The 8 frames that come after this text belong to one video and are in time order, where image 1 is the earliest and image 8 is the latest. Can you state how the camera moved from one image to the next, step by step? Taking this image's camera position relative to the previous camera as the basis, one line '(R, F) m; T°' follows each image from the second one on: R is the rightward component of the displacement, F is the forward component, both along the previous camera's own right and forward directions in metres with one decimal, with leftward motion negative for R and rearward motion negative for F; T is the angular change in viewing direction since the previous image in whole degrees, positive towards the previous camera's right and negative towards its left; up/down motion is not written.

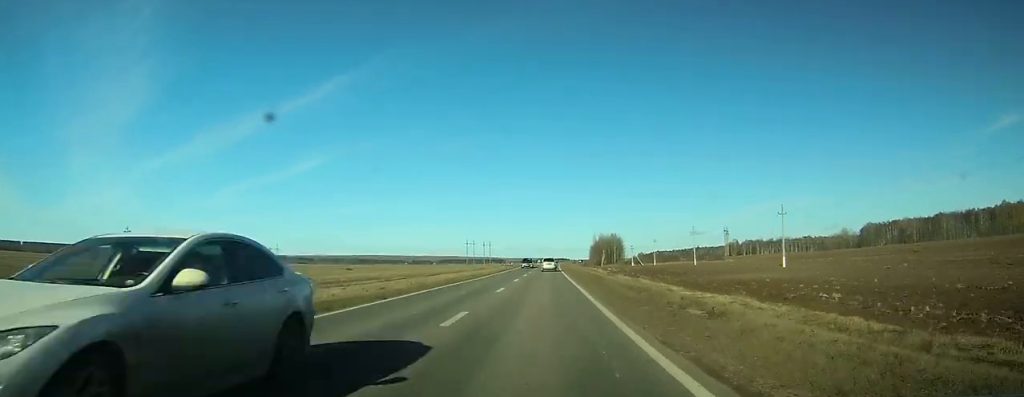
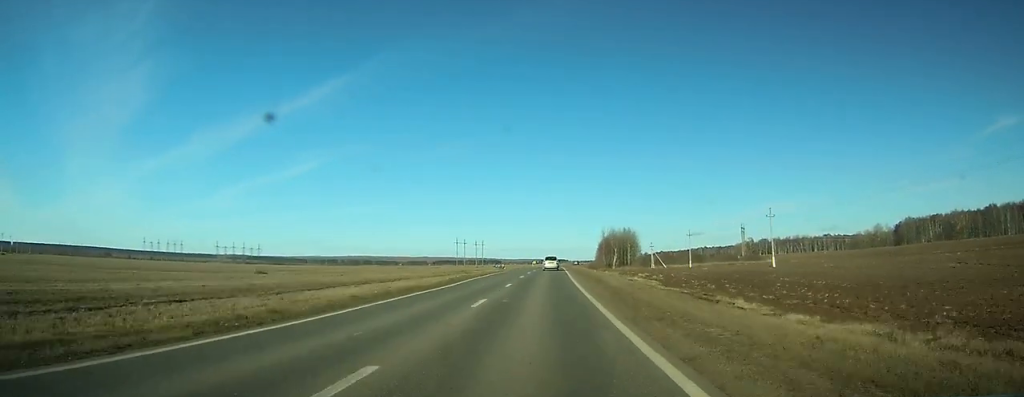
(+0.4, +57.5) m; +1°
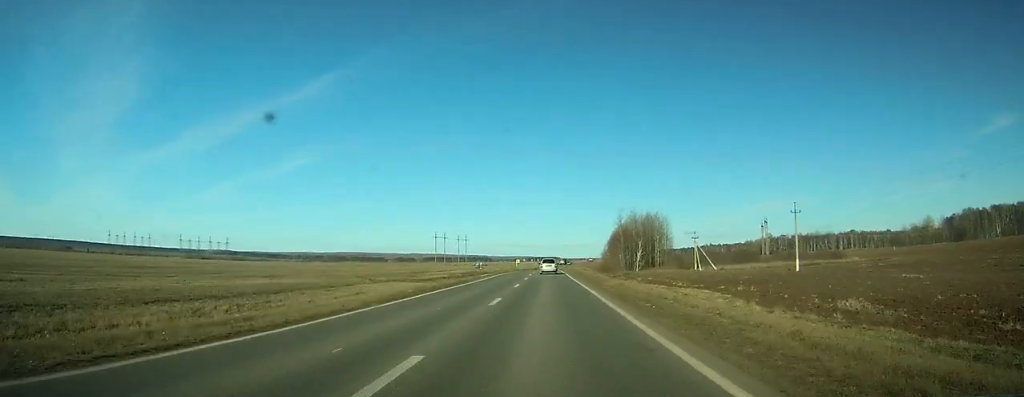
(+0.4, +70.3) m; +1°
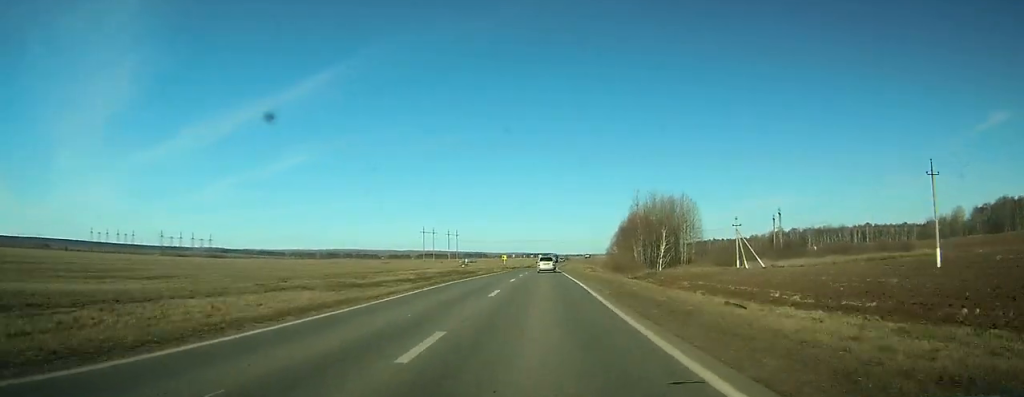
(+0.1, +31.6) m; 0°
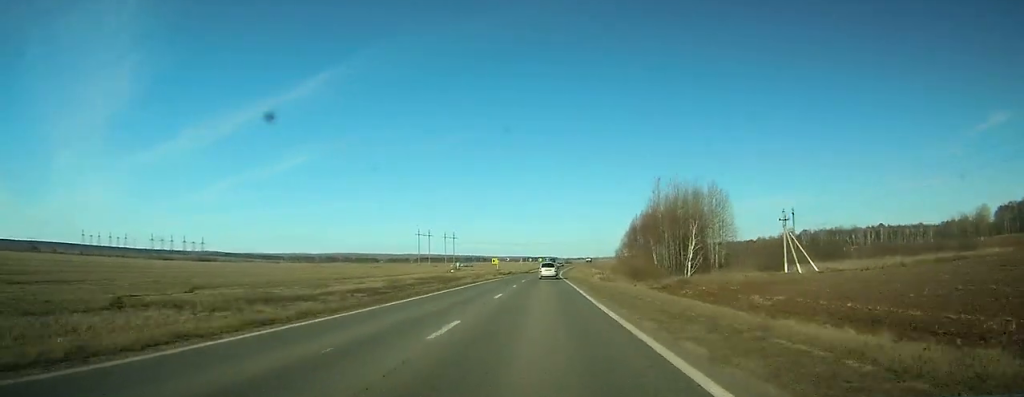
(+0.1, +20.4) m; 0°
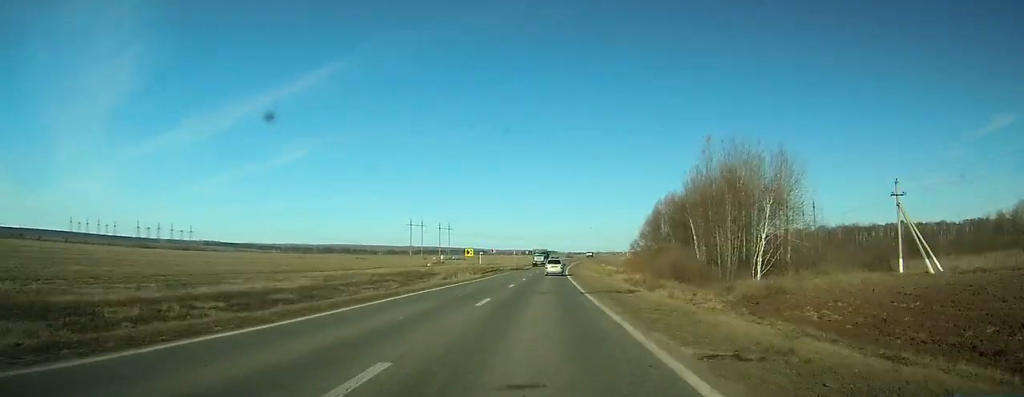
(+0.1, +28.6) m; 0°
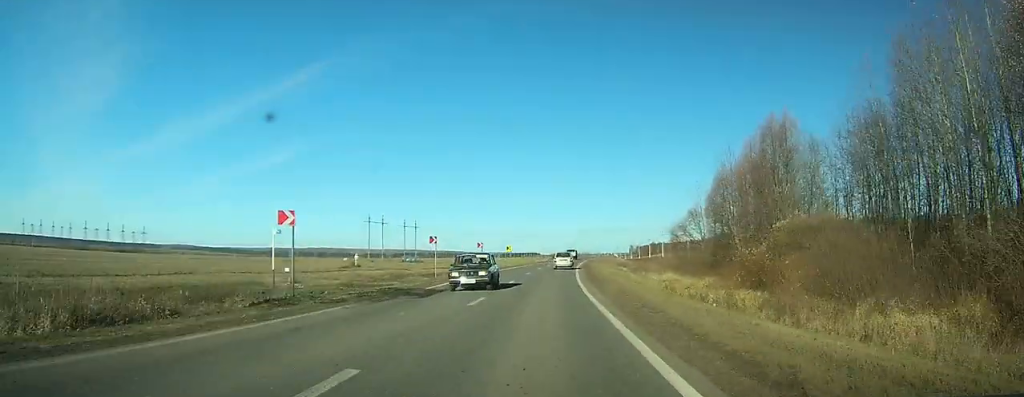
(+0.3, +60.7) m; +2°
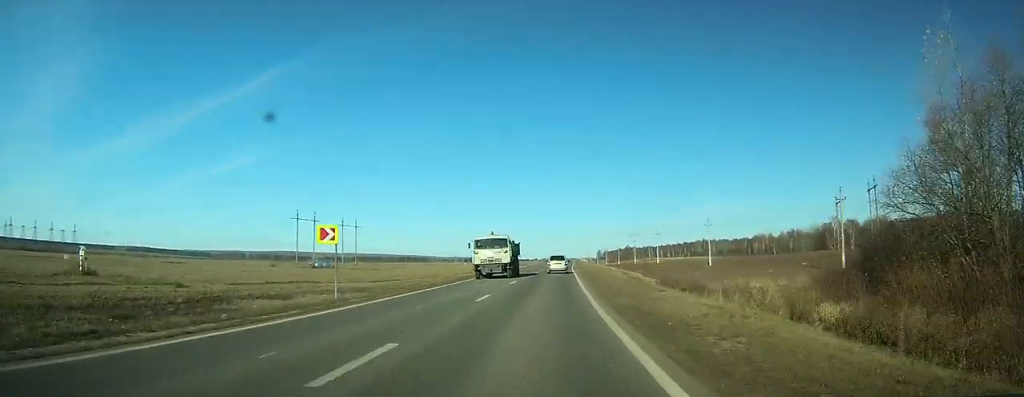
(+1.4, +58.7) m; +3°
